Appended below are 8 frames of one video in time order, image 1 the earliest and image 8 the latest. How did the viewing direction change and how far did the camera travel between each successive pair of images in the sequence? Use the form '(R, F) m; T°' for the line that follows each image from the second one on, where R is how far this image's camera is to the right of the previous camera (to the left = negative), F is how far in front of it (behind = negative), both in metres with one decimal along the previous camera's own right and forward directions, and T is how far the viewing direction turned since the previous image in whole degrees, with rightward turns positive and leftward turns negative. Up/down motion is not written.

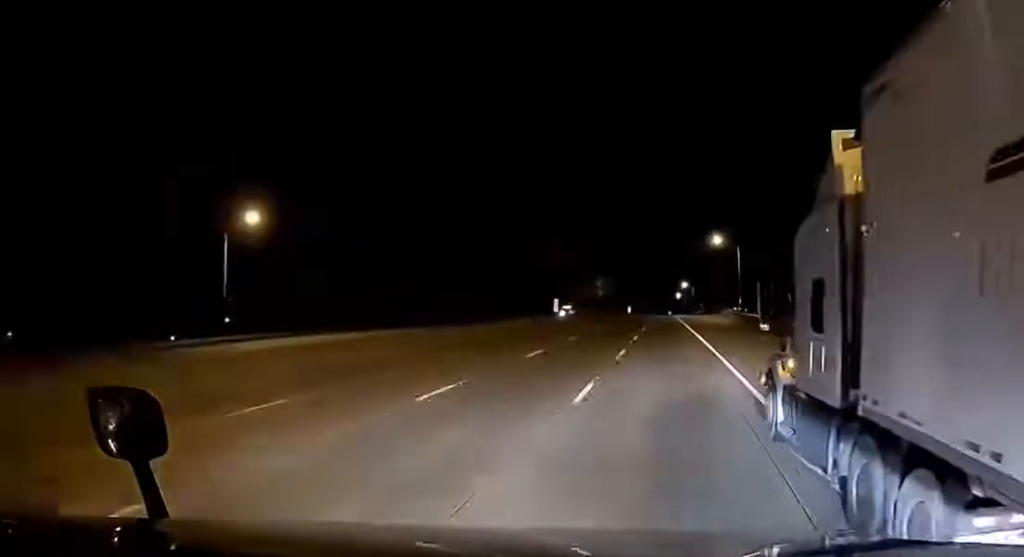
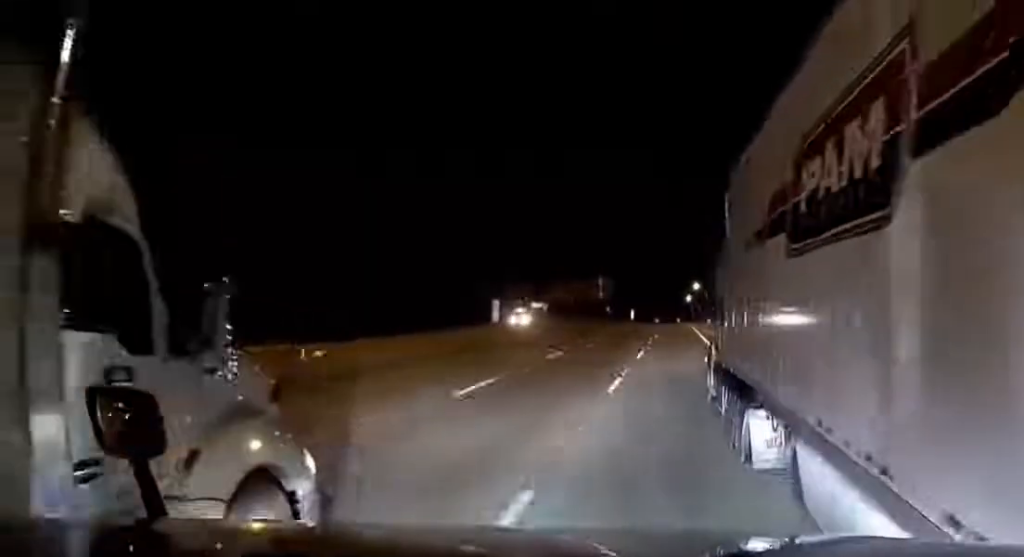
(-0.7, +34.5) m; -1°
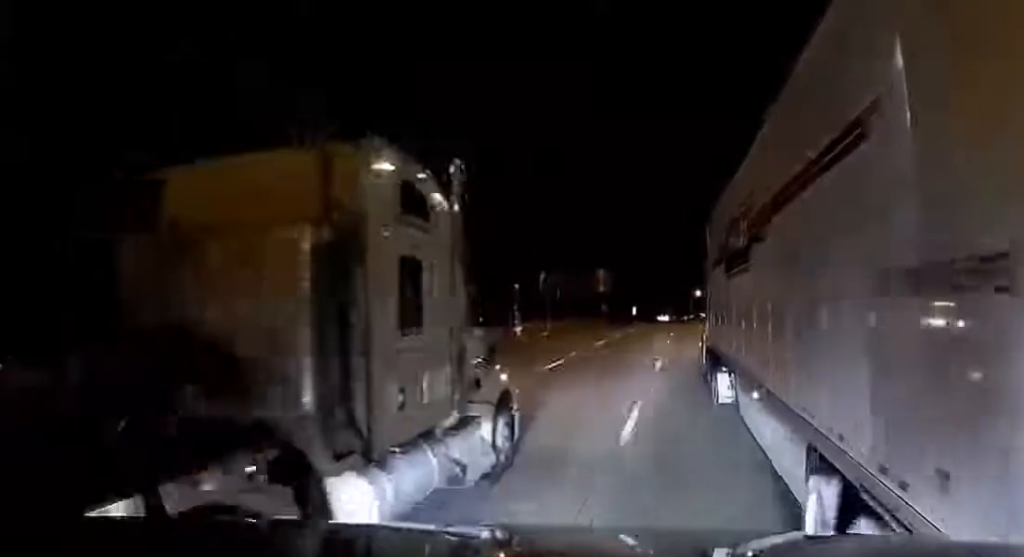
(0.0, +30.2) m; +2°
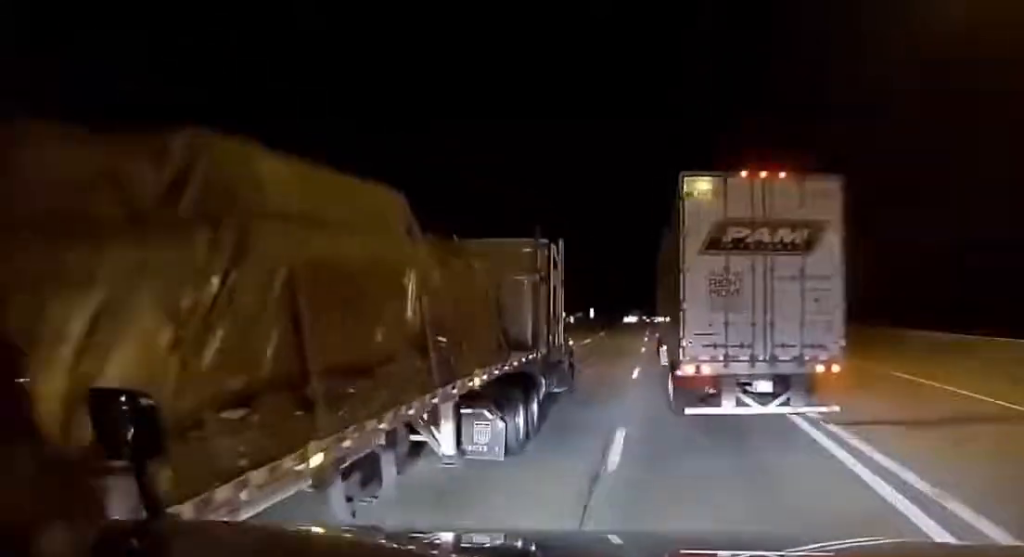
(+1.2, +39.5) m; +2°
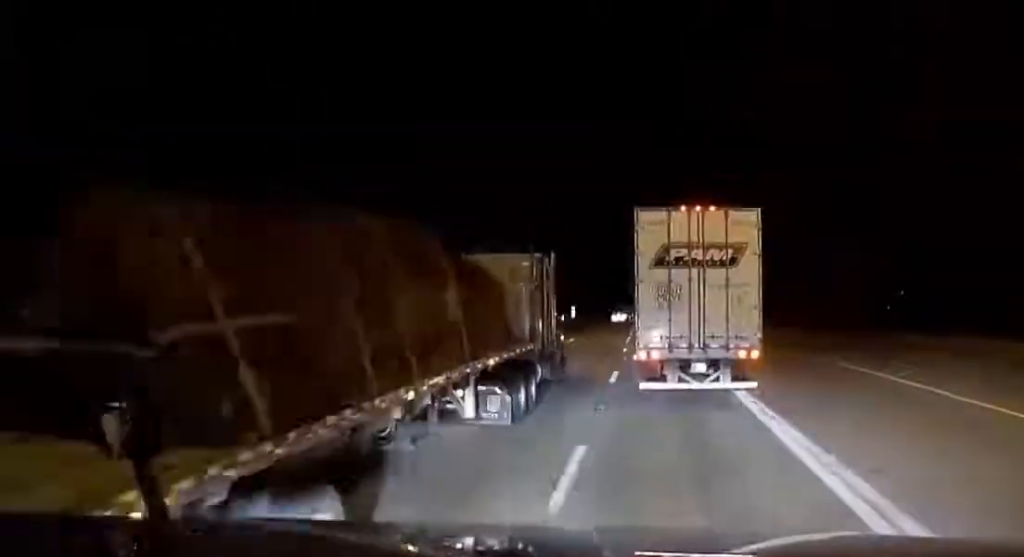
(0.0, +14.0) m; 0°
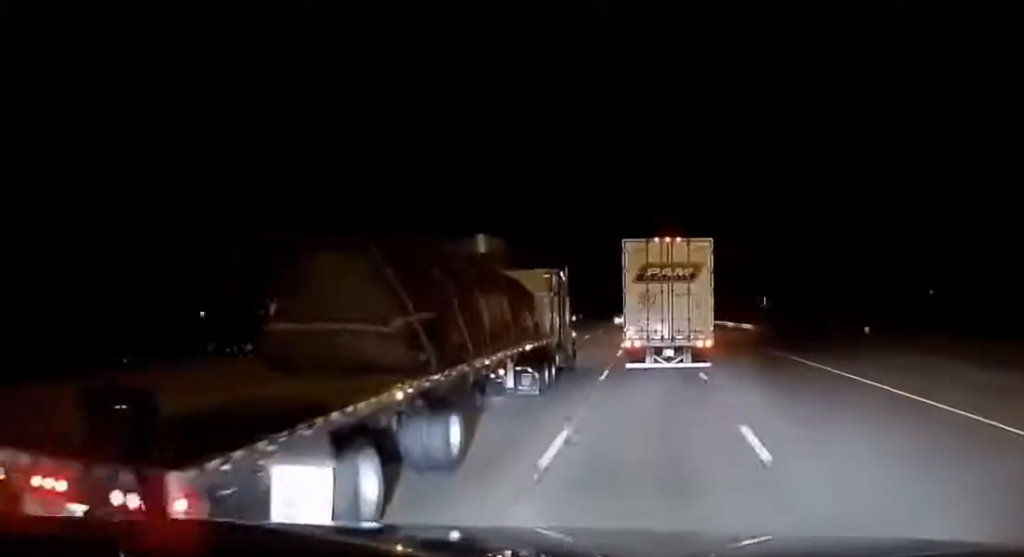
(0.0, +22.8) m; 0°
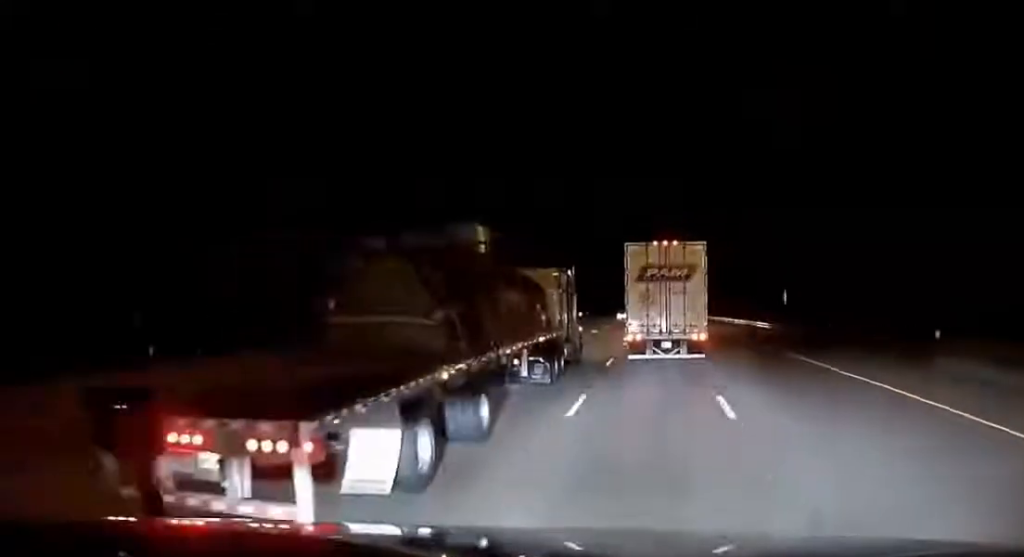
(0.0, +8.8) m; 0°
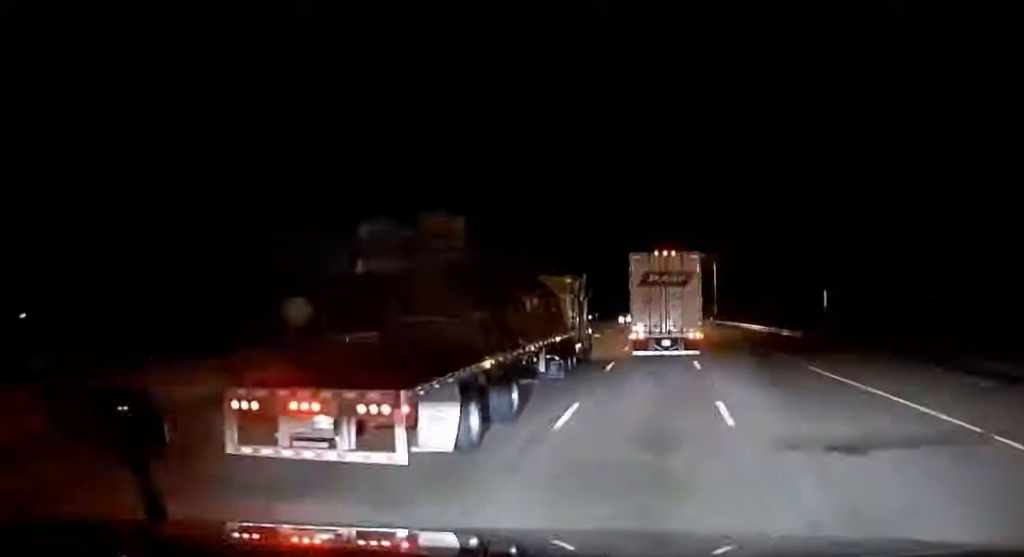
(0.0, +12.6) m; 0°
